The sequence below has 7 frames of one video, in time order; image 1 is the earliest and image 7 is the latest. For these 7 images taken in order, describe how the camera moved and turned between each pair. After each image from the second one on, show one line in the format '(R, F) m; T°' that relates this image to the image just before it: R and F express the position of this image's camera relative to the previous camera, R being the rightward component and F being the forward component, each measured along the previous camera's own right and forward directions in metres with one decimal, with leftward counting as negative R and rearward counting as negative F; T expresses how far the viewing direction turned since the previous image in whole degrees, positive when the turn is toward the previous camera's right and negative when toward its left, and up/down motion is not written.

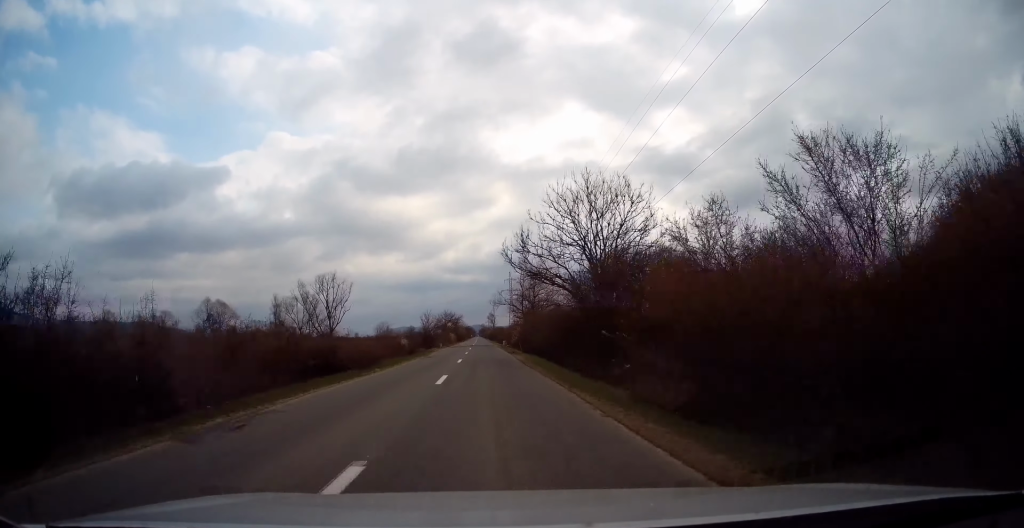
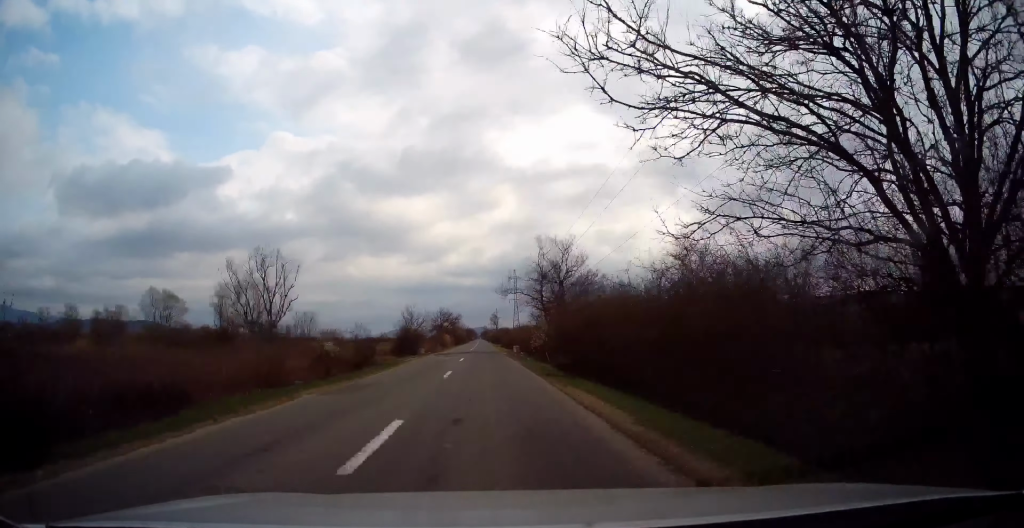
(0.0, +20.6) m; 0°
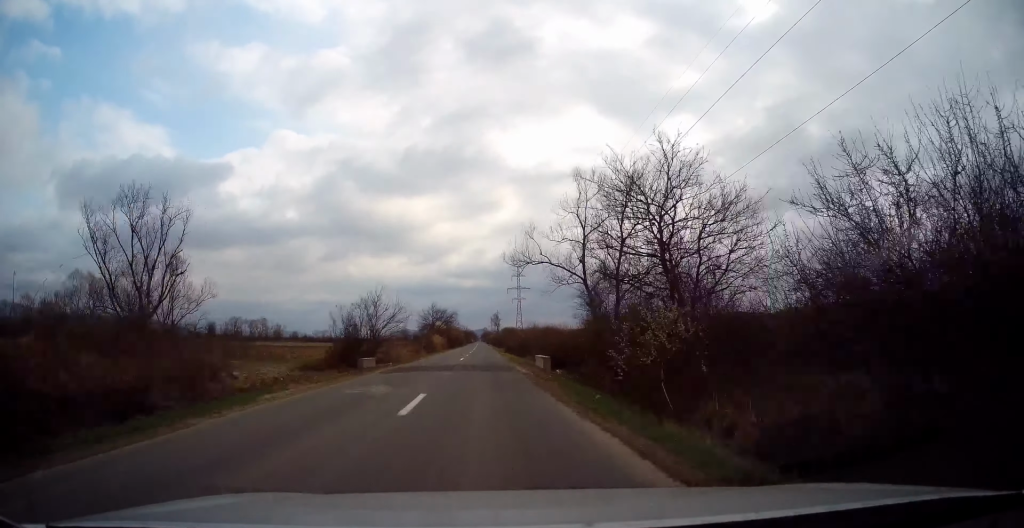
(+0.2, +19.6) m; -1°
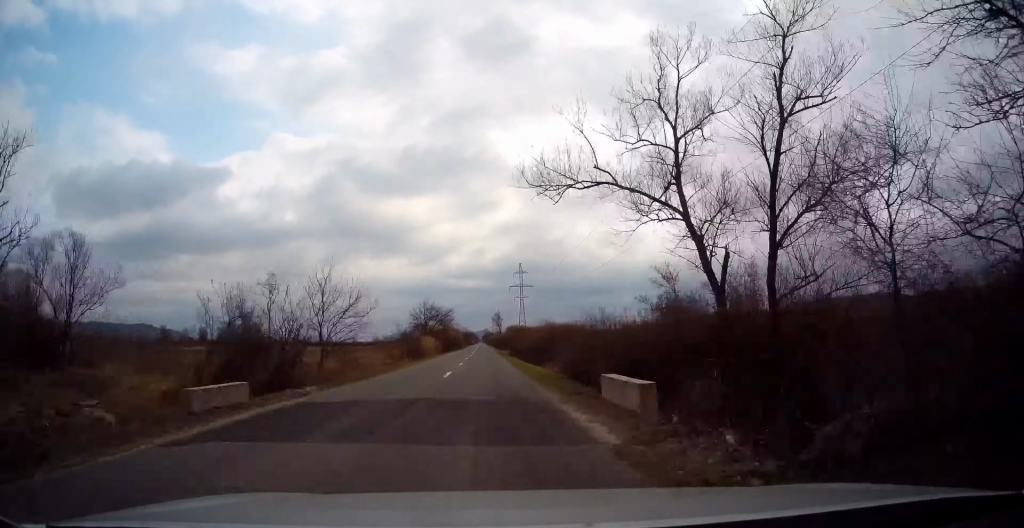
(-0.2, +13.8) m; 0°
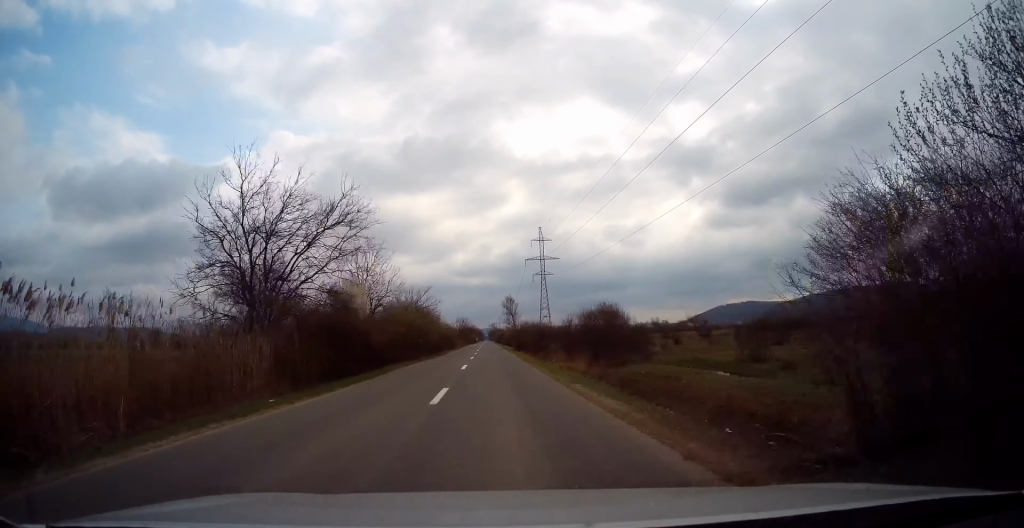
(+0.4, +66.6) m; 0°
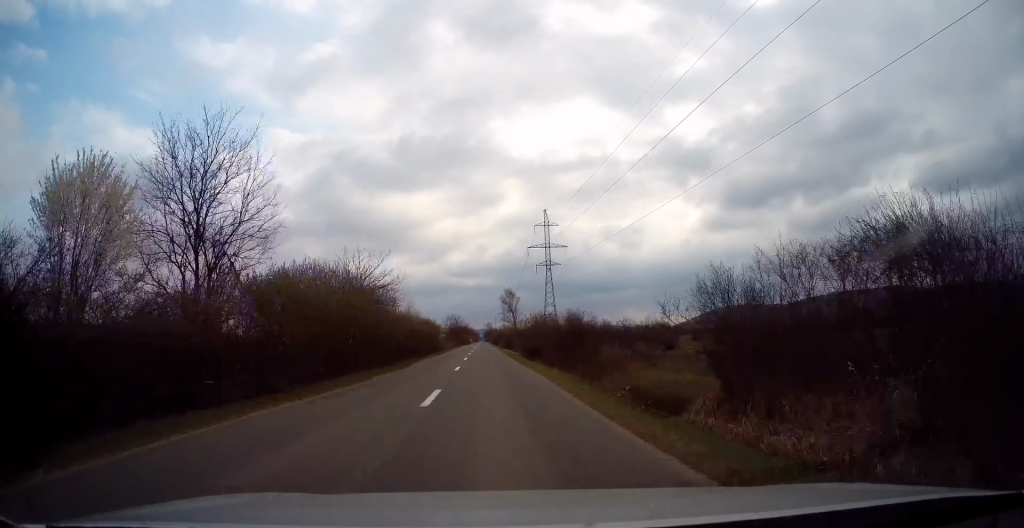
(-0.5, +23.9) m; 0°
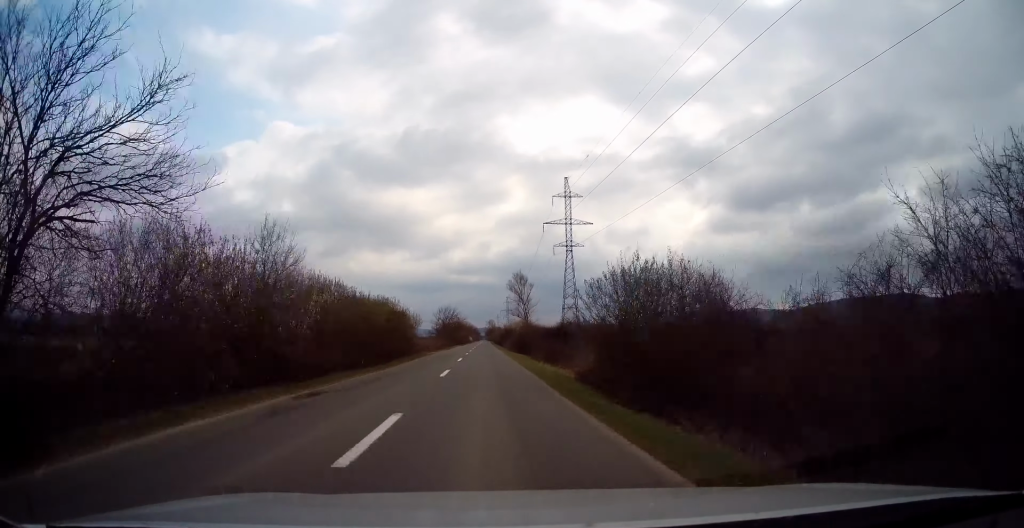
(+0.4, +29.3) m; +1°
